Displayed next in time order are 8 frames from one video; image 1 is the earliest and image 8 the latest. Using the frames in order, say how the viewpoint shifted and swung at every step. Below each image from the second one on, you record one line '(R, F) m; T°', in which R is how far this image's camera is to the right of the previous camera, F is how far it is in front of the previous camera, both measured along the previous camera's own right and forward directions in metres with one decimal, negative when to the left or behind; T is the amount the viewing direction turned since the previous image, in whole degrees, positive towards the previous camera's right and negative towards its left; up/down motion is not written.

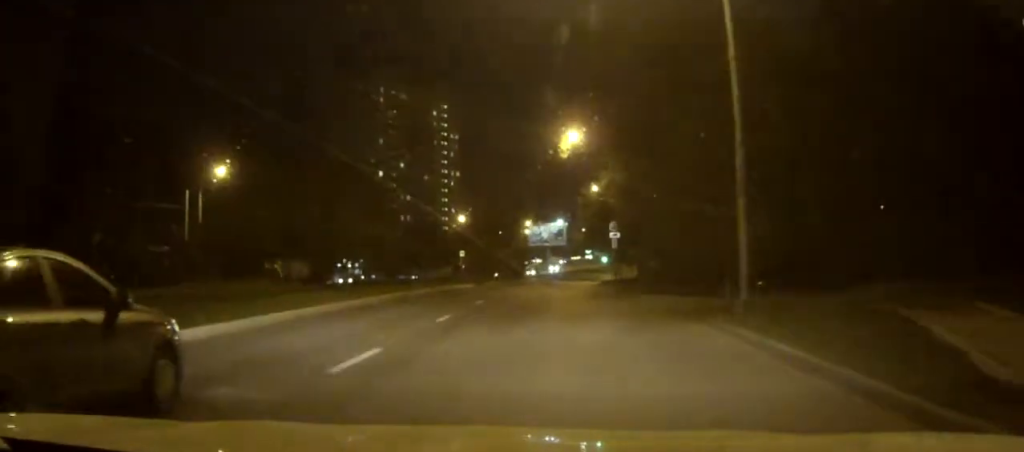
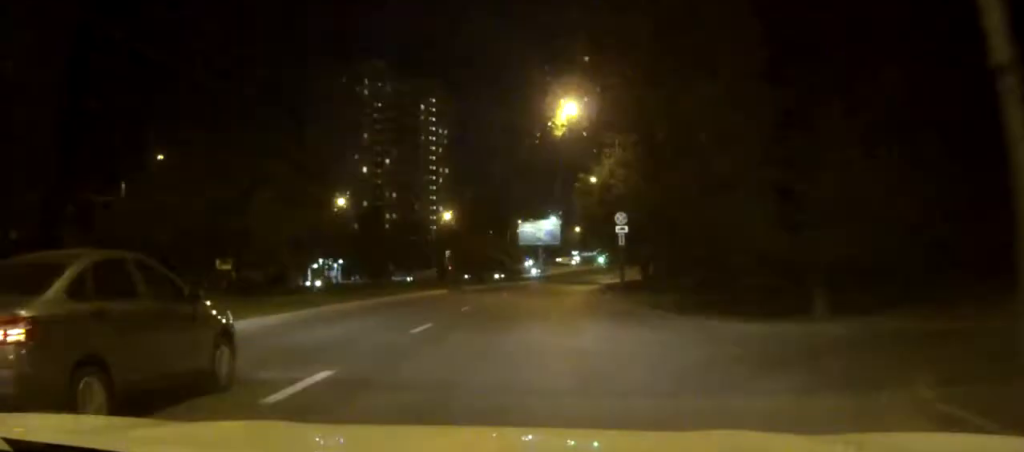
(-0.2, +10.1) m; 0°
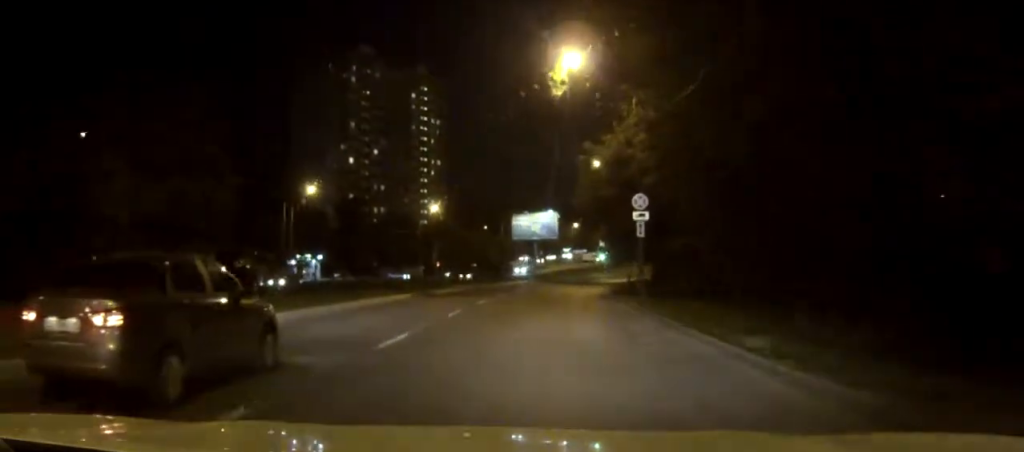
(+0.1, +10.9) m; +1°
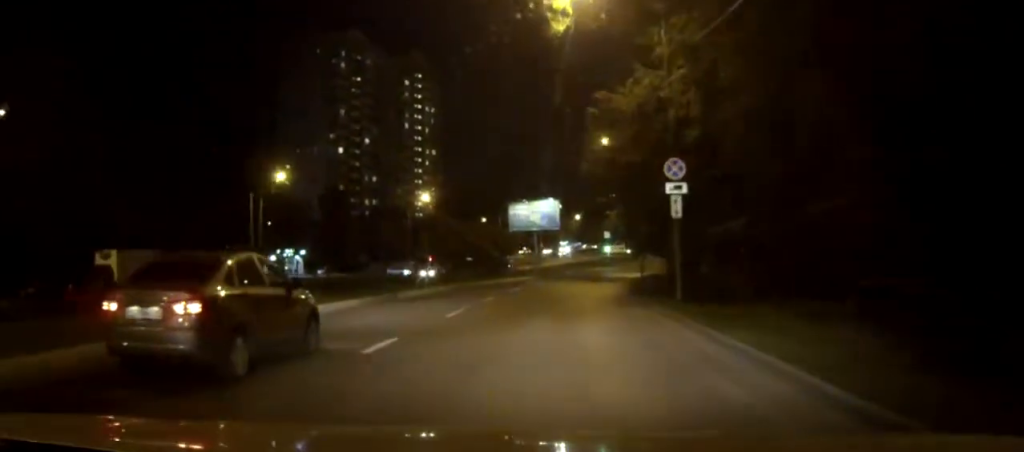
(0.0, +9.3) m; 0°
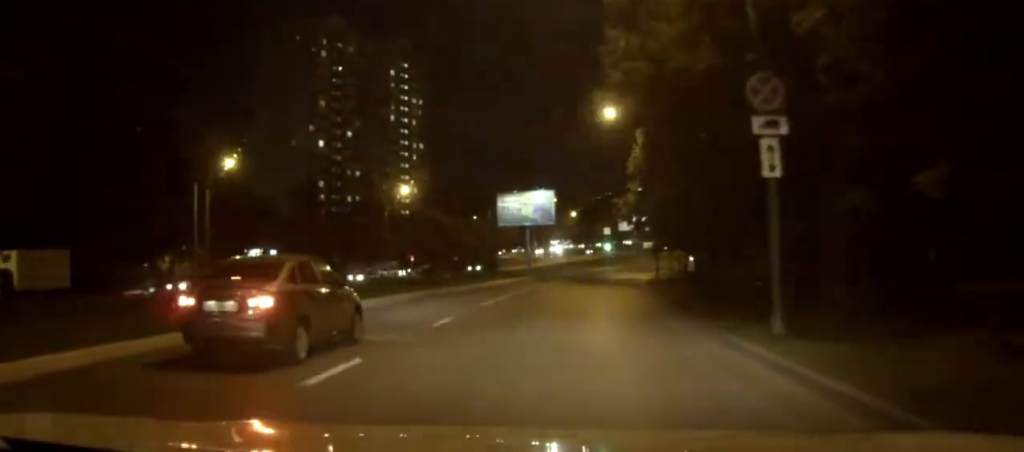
(0.0, +10.8) m; 0°
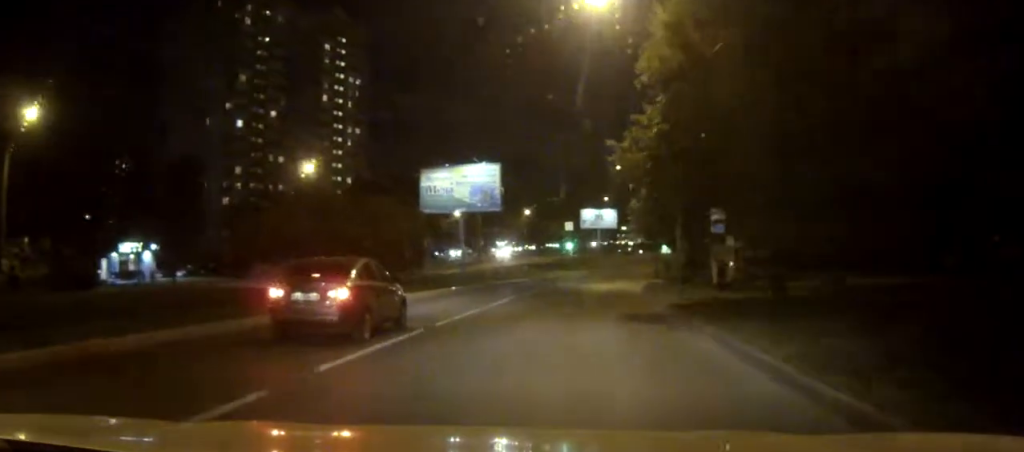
(+0.4, +22.7) m; +2°
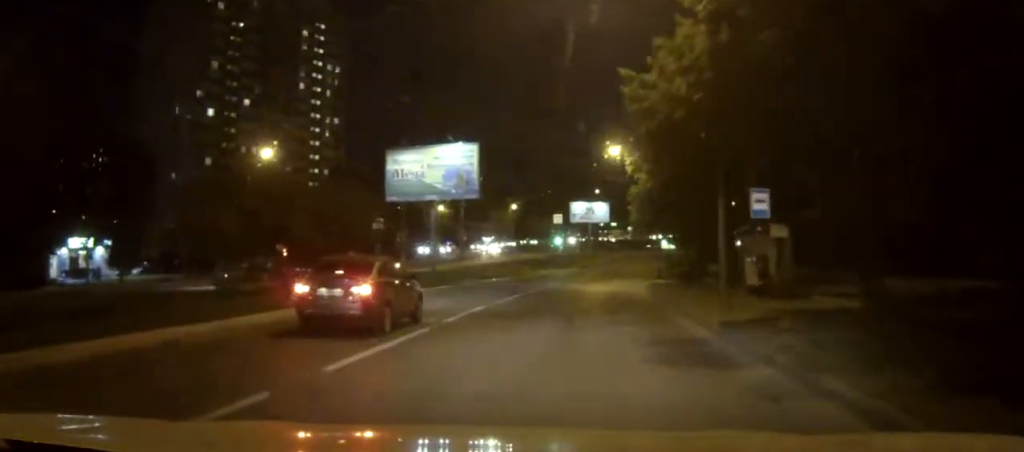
(0.0, +8.1) m; +1°
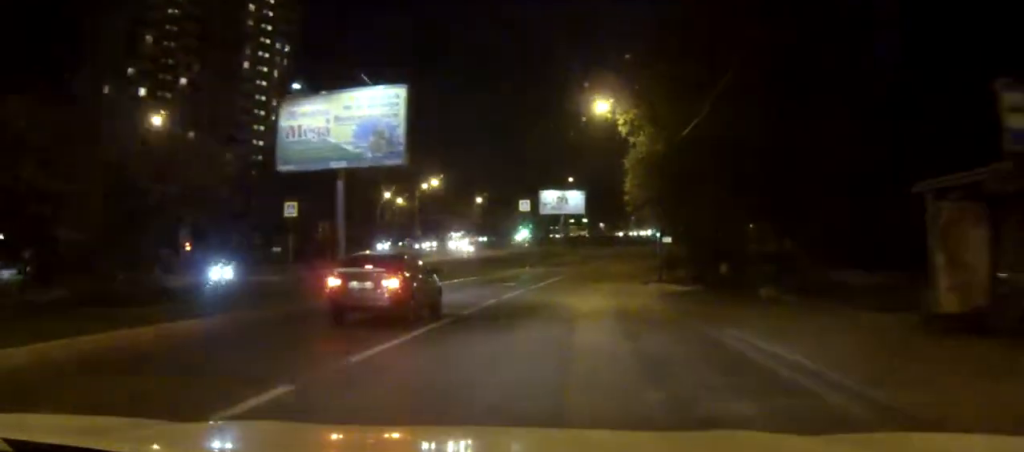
(+0.4, +15.7) m; +3°
